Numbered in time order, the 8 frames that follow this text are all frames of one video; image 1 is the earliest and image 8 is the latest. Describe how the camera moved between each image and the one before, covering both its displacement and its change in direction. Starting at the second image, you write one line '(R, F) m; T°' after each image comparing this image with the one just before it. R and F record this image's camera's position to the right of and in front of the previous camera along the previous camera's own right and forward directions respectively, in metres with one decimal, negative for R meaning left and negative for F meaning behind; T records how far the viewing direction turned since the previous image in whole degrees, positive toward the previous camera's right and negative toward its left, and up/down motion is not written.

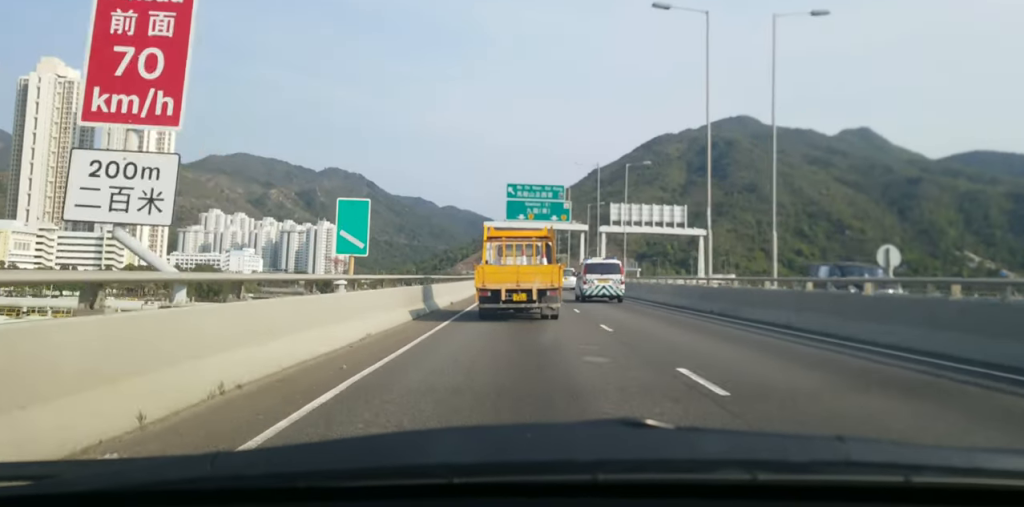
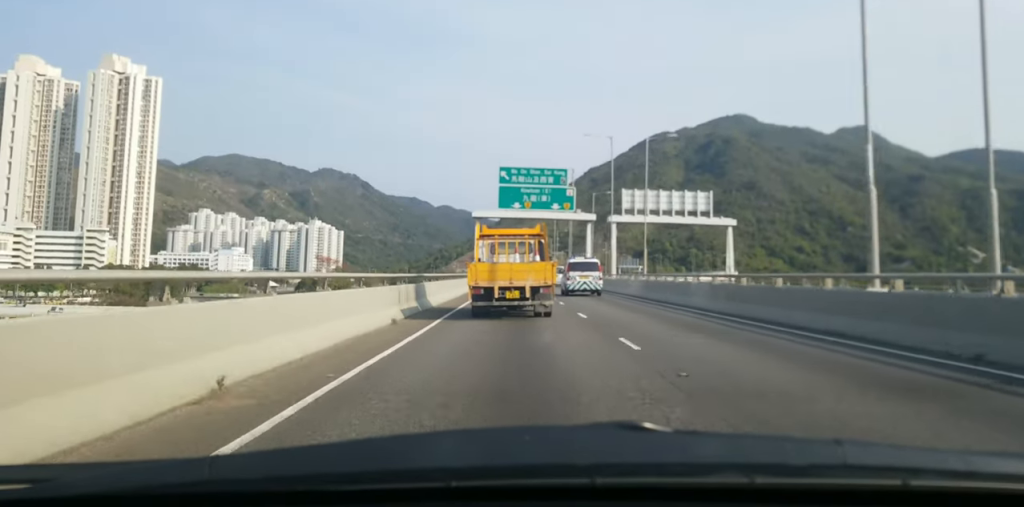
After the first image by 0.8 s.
(+0.3, +13.2) m; -1°
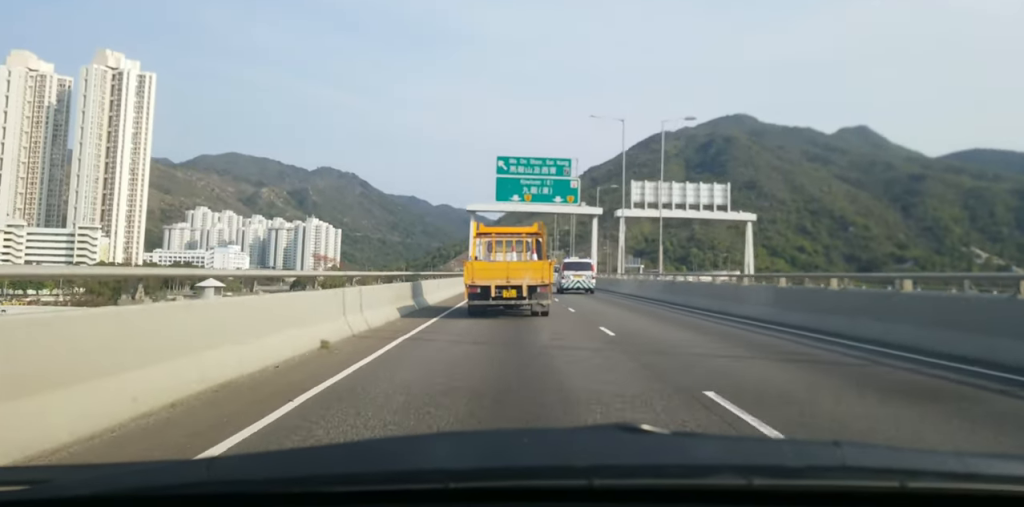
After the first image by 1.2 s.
(-0.1, +6.3) m; 0°
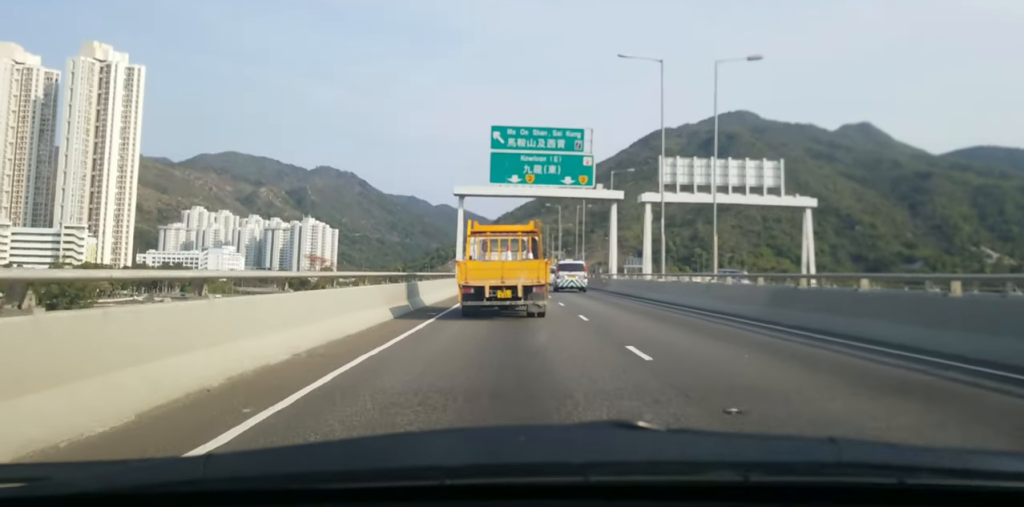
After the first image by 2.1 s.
(-0.5, +13.5) m; -1°
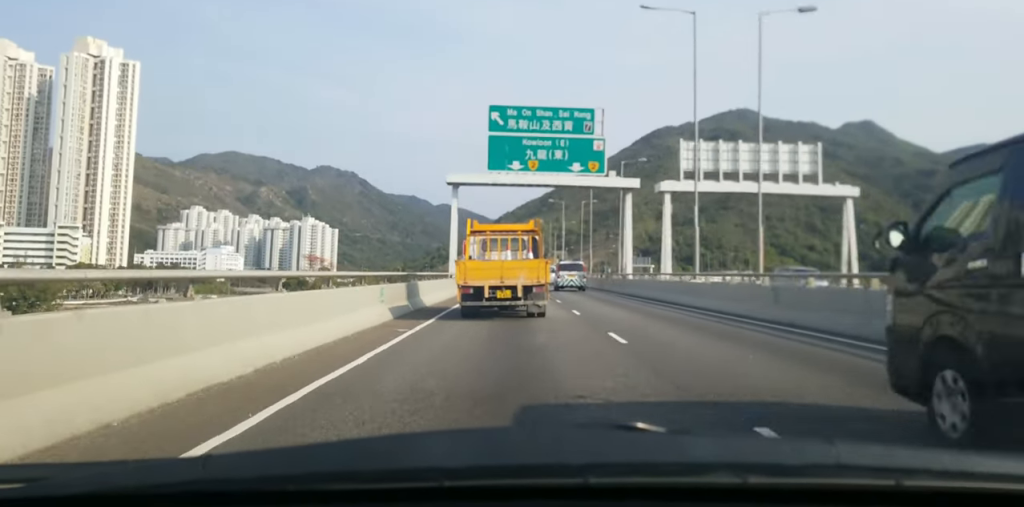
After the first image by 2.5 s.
(+0.2, +6.5) m; +1°
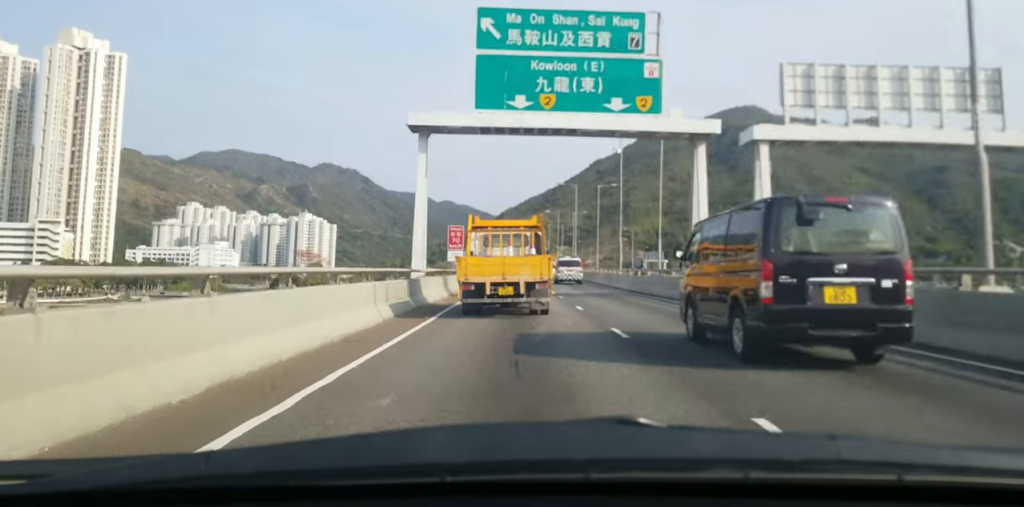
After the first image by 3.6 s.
(+0.2, +18.2) m; +1°
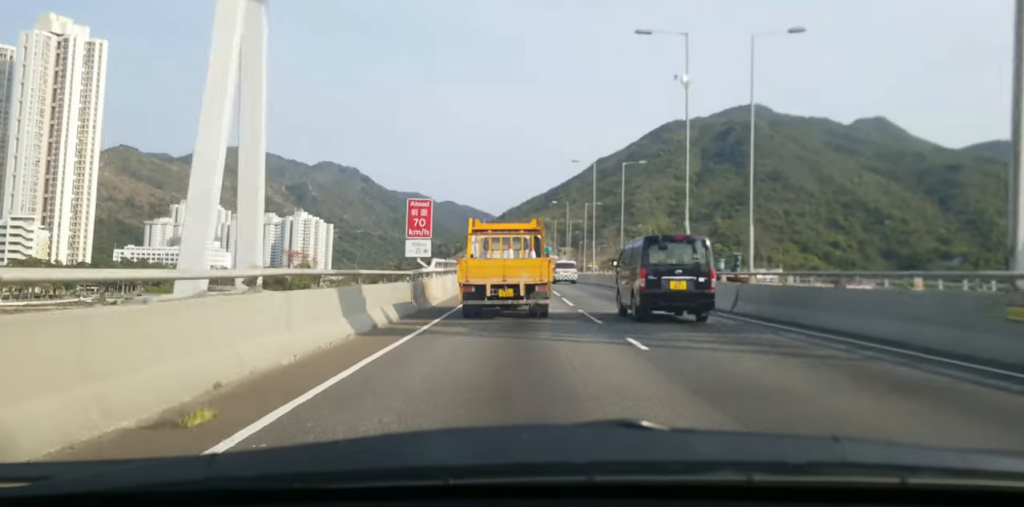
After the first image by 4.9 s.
(-0.1, +20.6) m; 0°
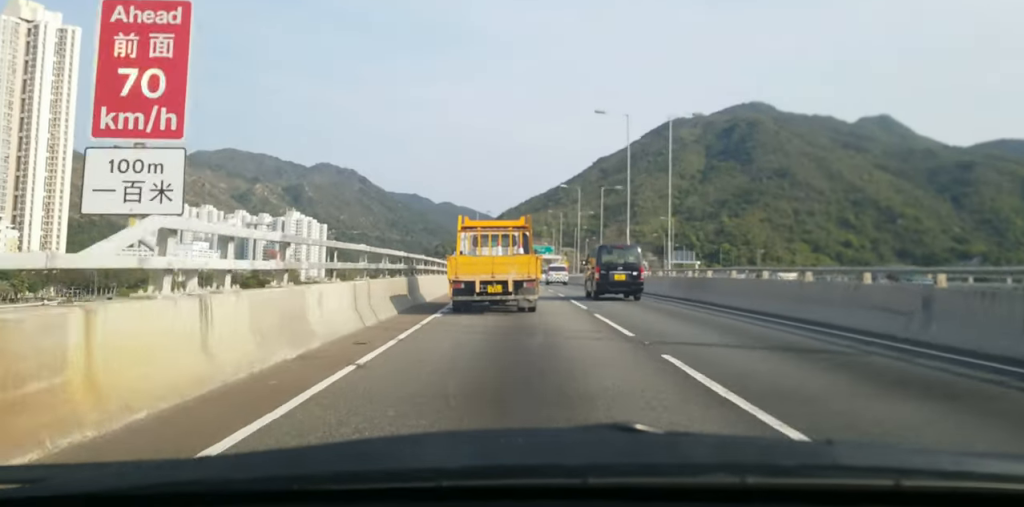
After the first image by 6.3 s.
(-0.2, +23.2) m; -2°
